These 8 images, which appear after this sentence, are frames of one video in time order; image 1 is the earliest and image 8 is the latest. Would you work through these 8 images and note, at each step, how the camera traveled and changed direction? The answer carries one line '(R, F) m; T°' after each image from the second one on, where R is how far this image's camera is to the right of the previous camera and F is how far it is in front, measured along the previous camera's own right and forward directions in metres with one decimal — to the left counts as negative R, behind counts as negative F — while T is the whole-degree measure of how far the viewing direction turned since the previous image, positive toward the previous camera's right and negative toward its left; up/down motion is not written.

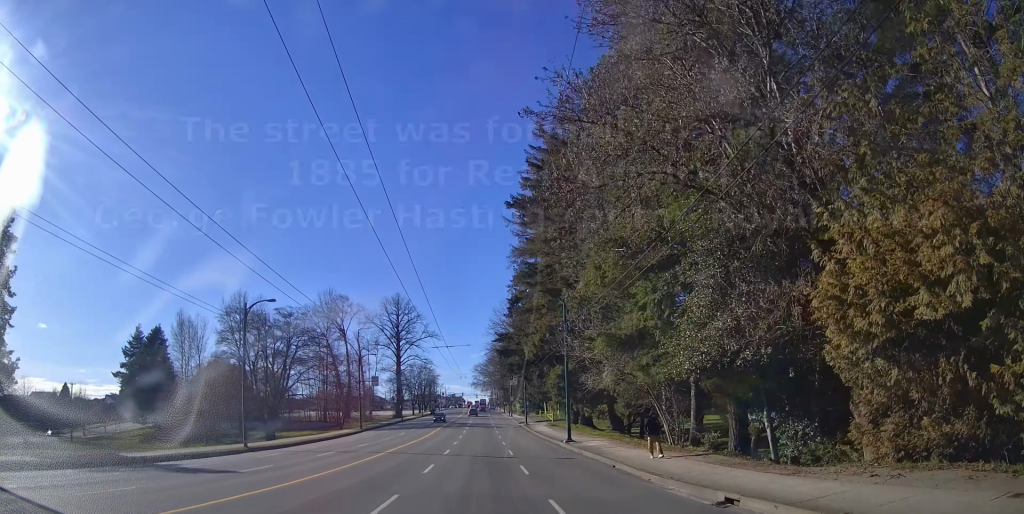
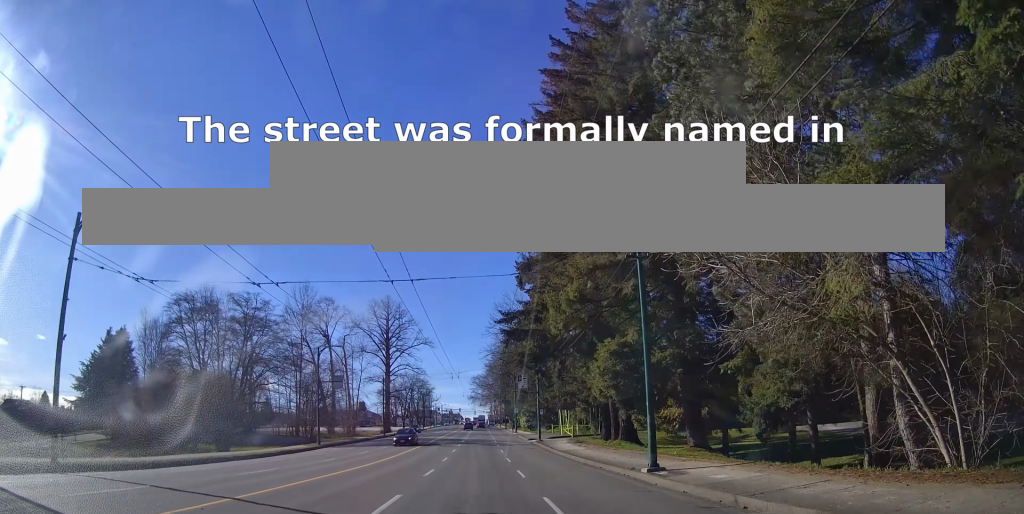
(0.0, +17.8) m; 0°
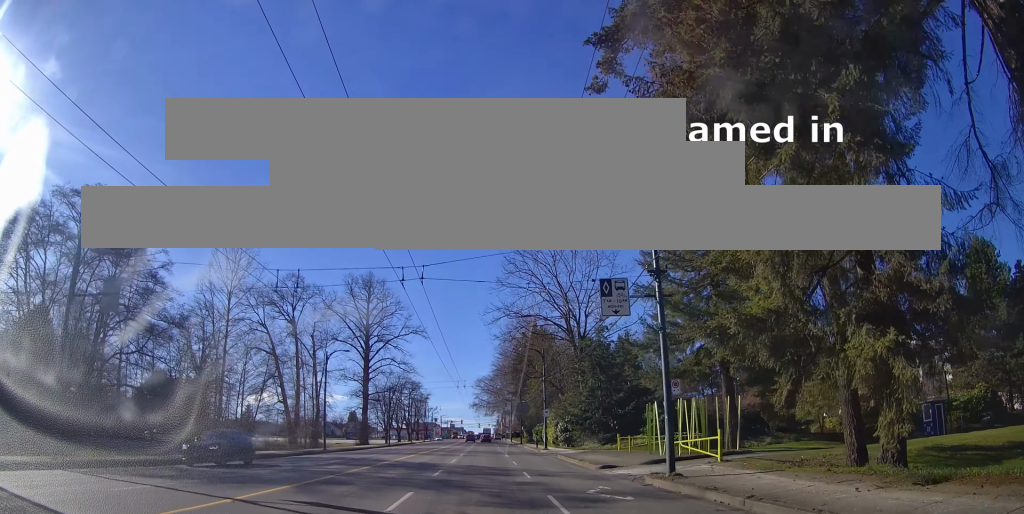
(0.0, +37.1) m; 0°
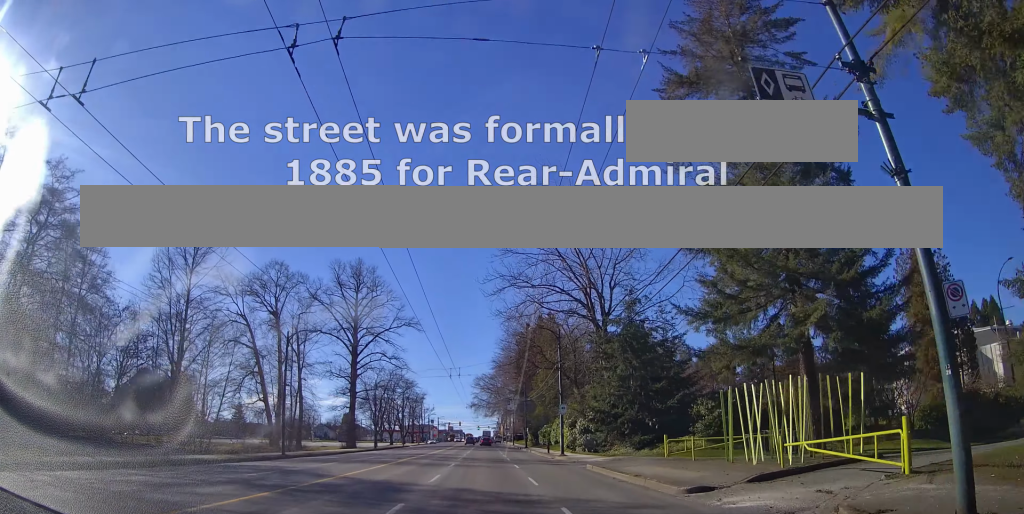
(0.0, +11.3) m; 0°
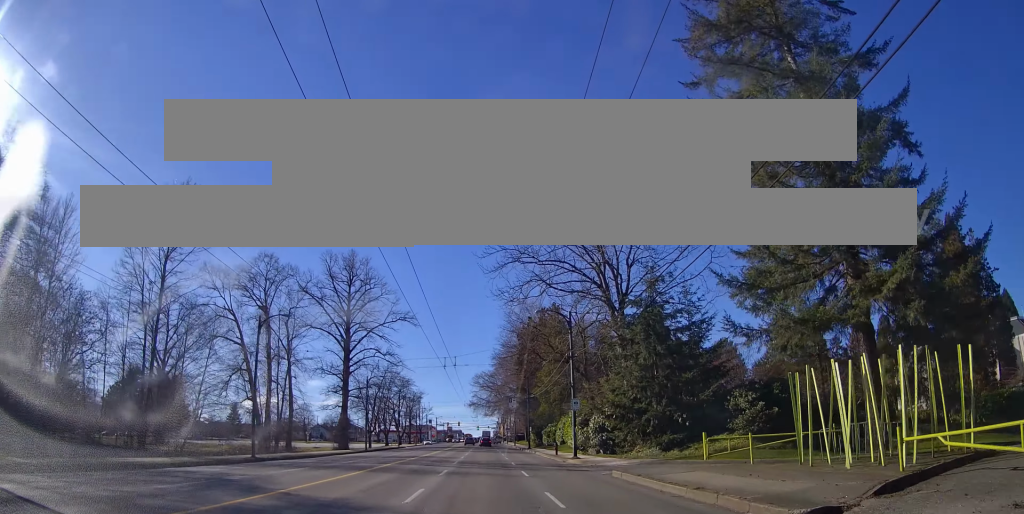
(0.0, +5.8) m; 0°
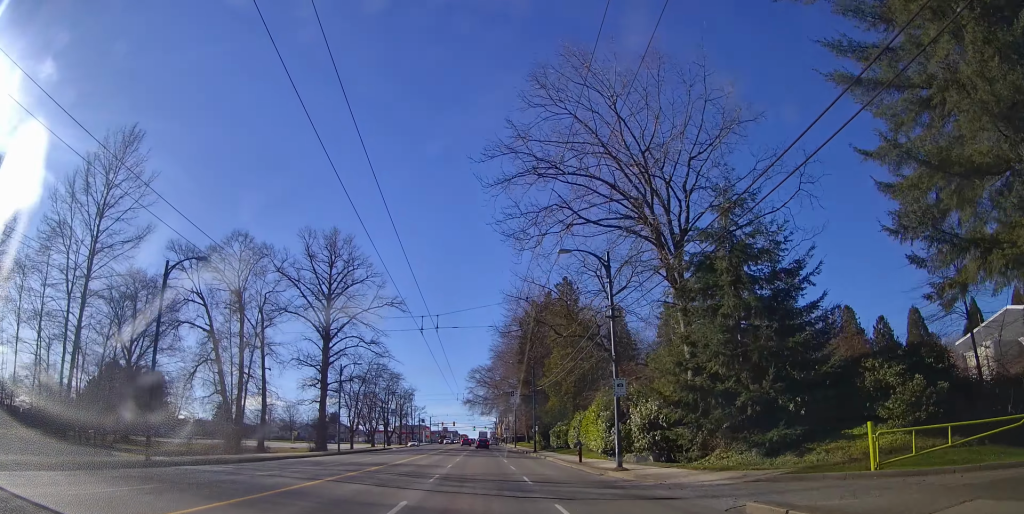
(0.0, +12.4) m; -2°
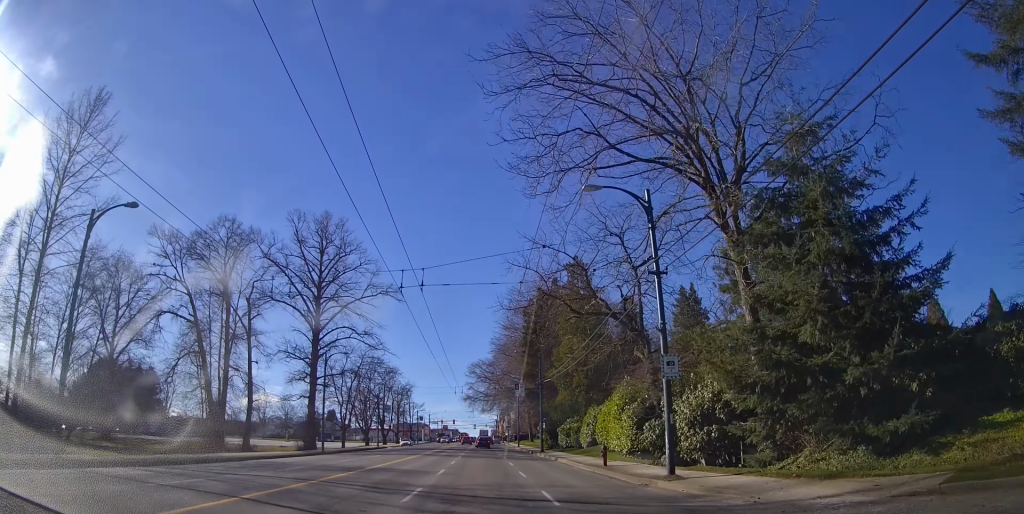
(-0.2, +6.6) m; 0°
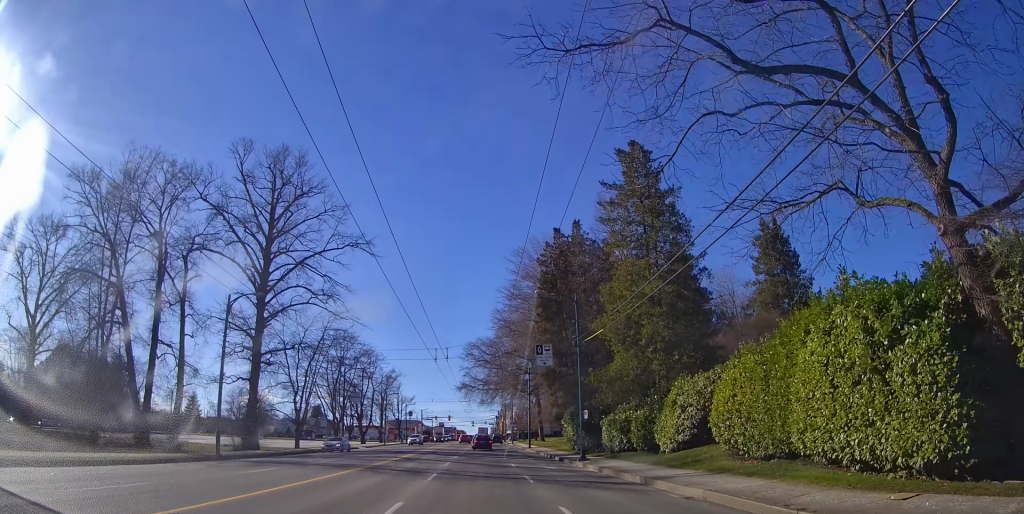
(+0.3, +23.6) m; +3°
